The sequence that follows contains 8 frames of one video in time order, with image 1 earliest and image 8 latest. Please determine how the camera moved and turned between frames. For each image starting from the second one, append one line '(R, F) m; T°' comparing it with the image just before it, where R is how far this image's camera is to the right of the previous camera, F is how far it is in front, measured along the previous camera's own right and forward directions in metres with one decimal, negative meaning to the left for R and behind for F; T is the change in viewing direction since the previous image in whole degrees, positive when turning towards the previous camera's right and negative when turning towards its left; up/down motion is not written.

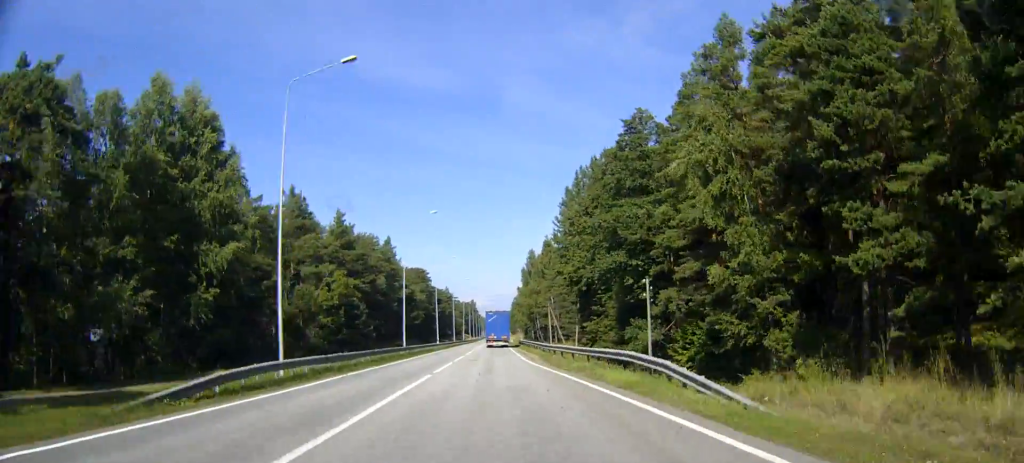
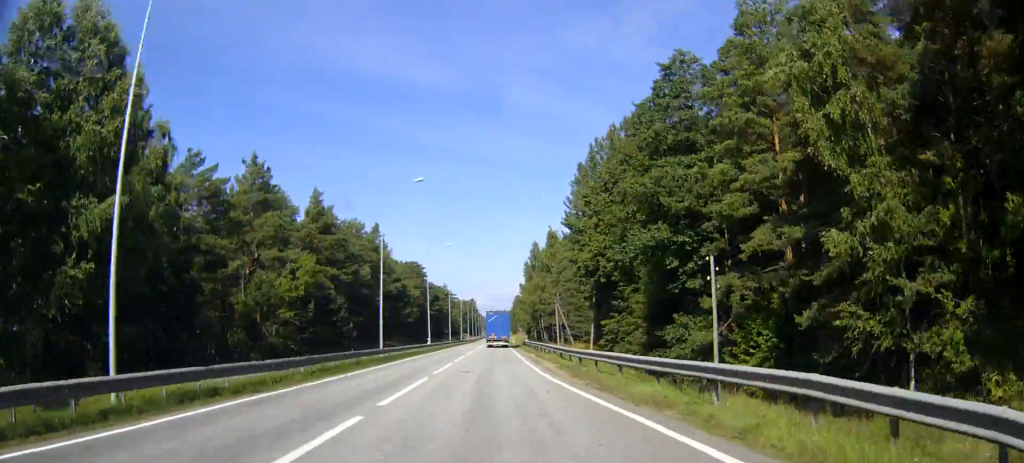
(0.0, +12.8) m; 0°
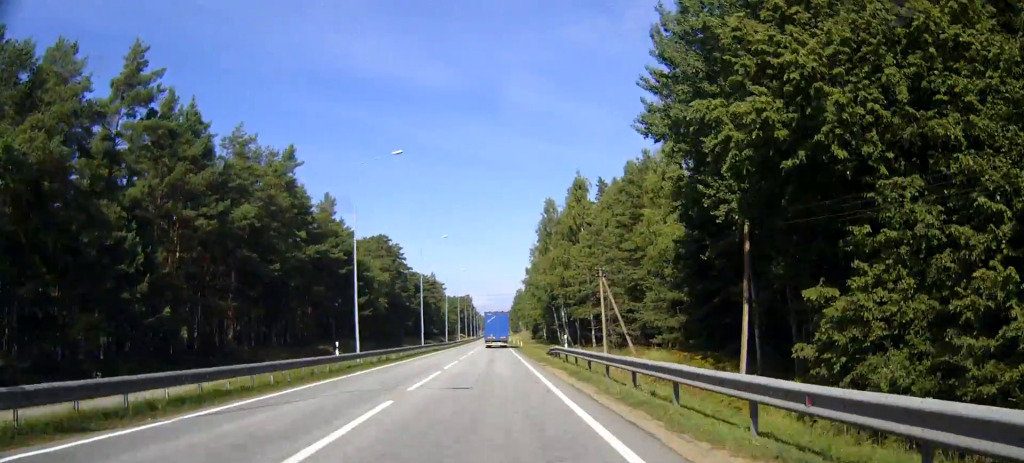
(0.0, +44.0) m; 0°
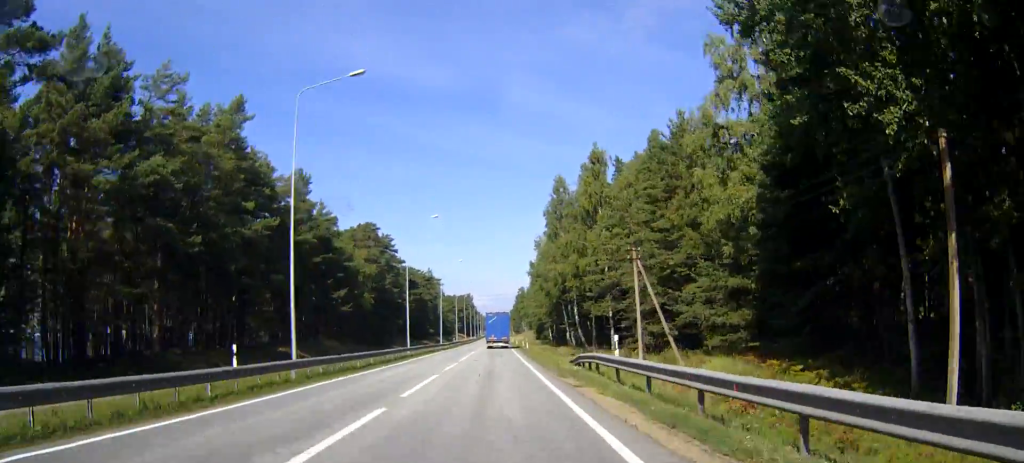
(0.0, +13.6) m; 0°
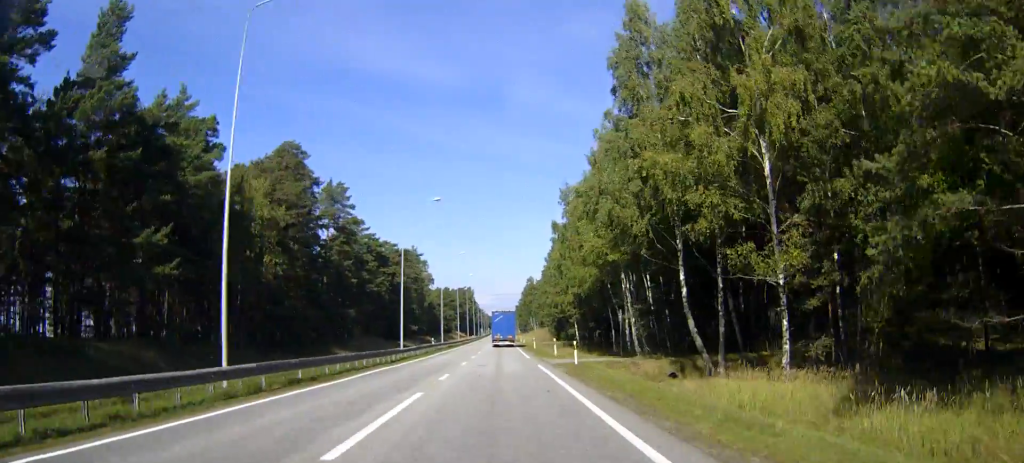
(0.0, +44.8) m; 0°
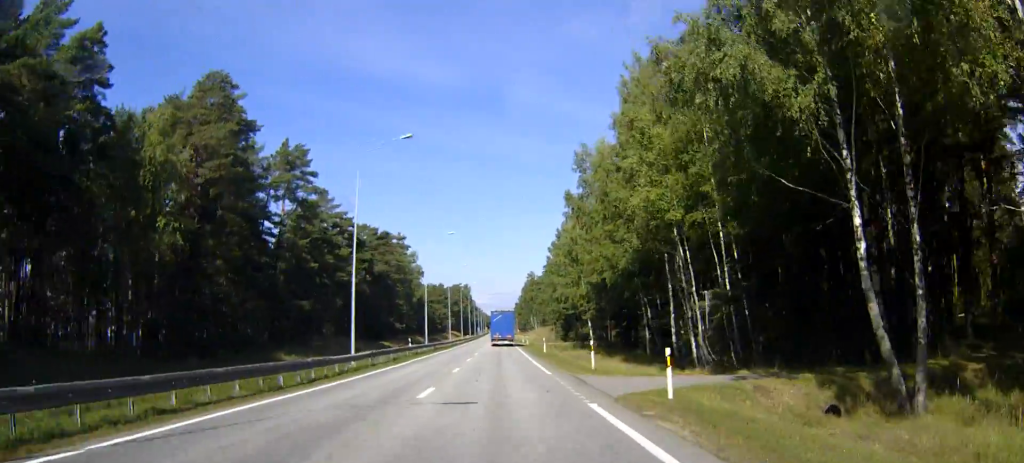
(0.0, +18.4) m; 0°
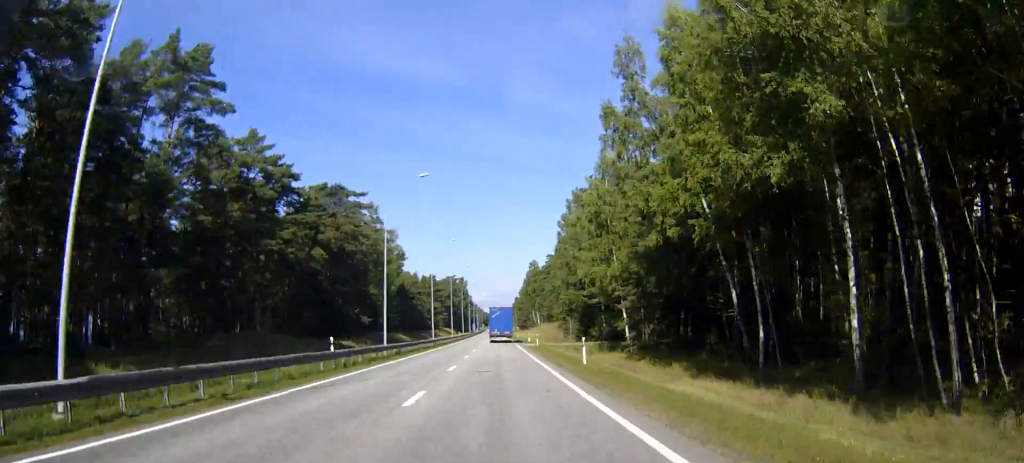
(+0.1, +26.4) m; 0°
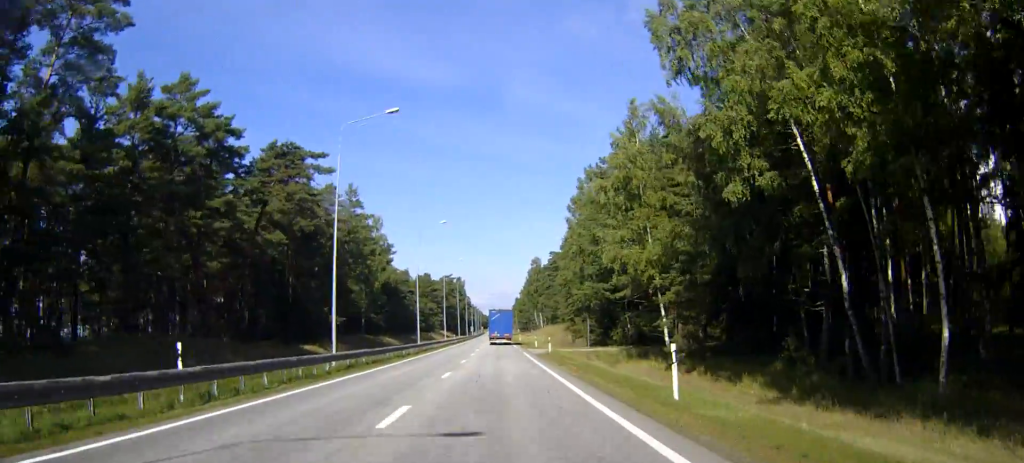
(0.0, +15.2) m; 0°
